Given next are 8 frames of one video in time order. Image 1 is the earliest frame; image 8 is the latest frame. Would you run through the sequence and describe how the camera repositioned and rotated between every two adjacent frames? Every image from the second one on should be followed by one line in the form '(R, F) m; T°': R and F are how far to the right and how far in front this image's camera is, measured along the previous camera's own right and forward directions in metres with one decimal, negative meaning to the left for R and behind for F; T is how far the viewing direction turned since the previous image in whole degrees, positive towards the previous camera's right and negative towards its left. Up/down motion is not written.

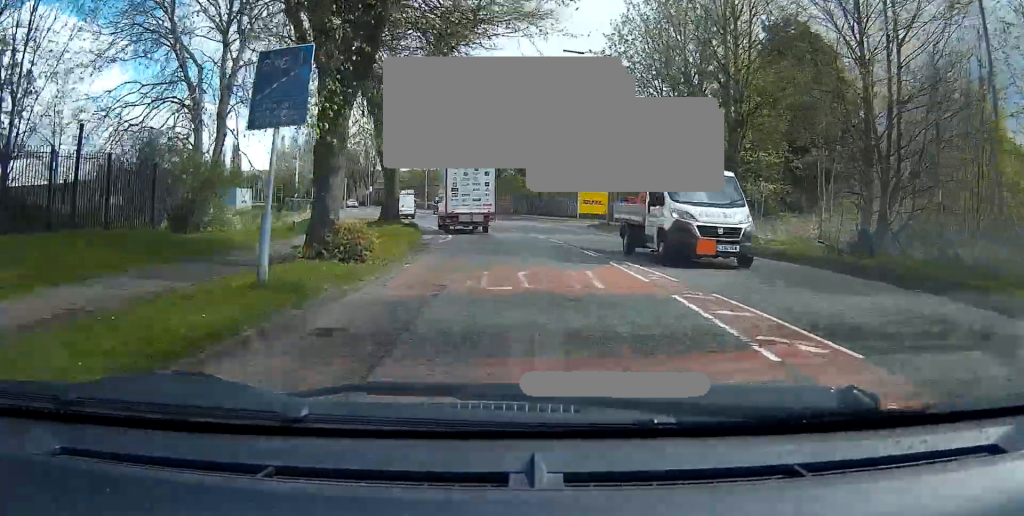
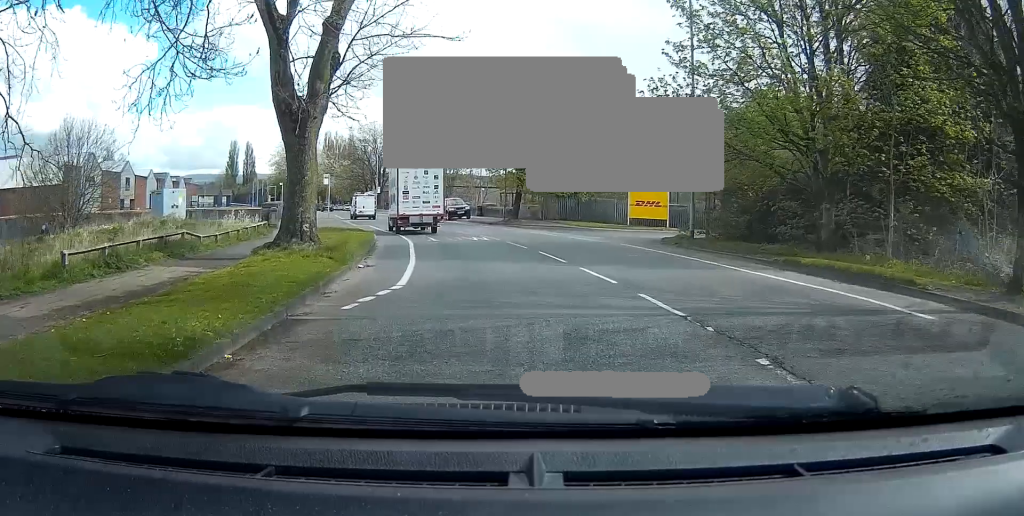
(-0.6, +16.3) m; -5°
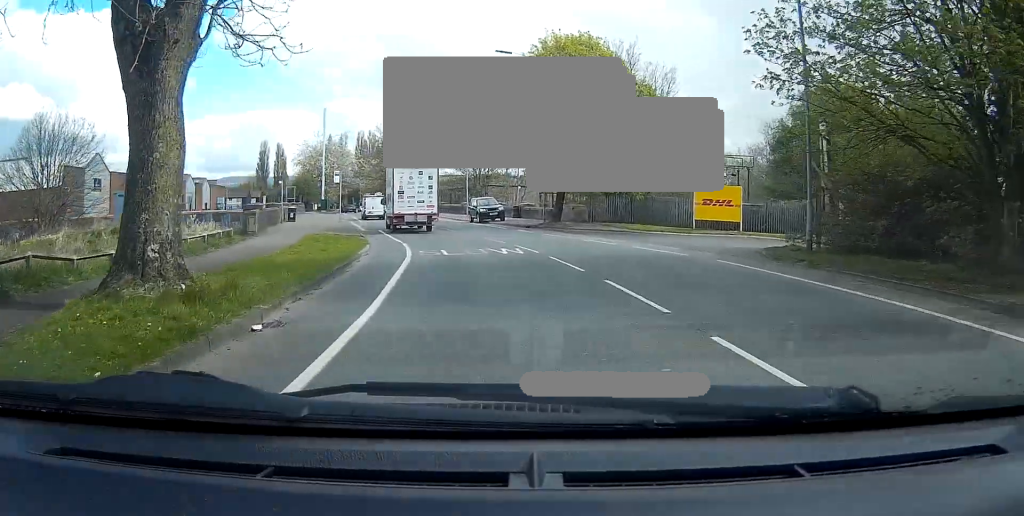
(-0.2, +8.4) m; -4°
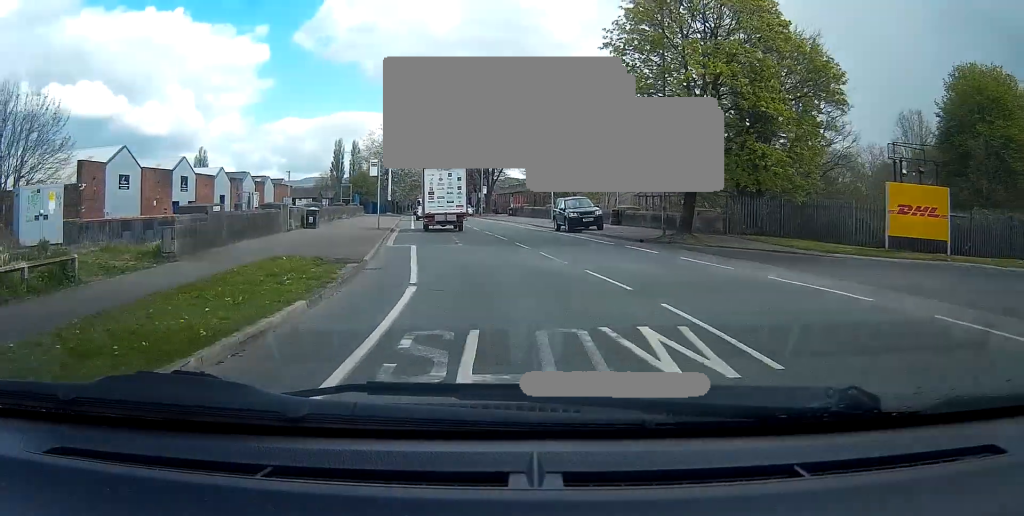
(-0.9, +14.2) m; -9°
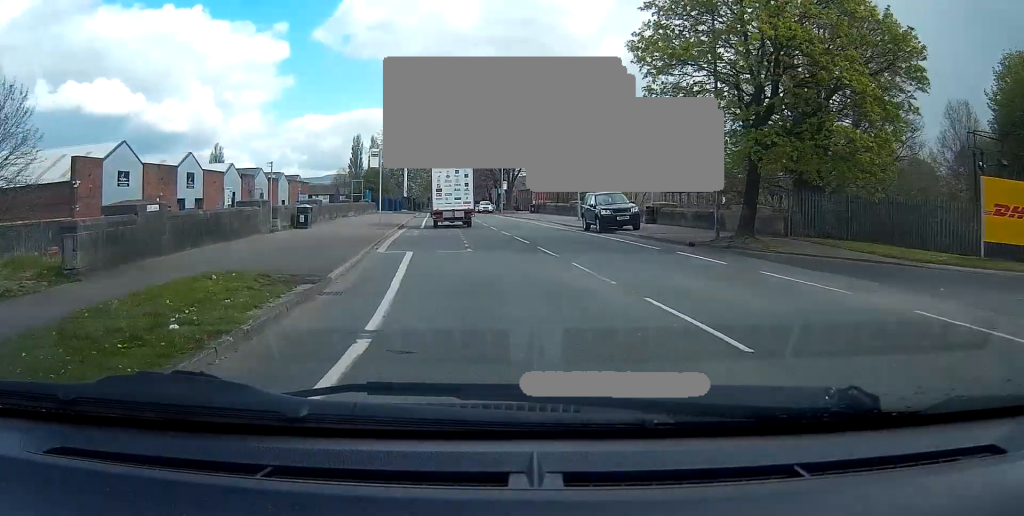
(-0.3, +5.4) m; -2°
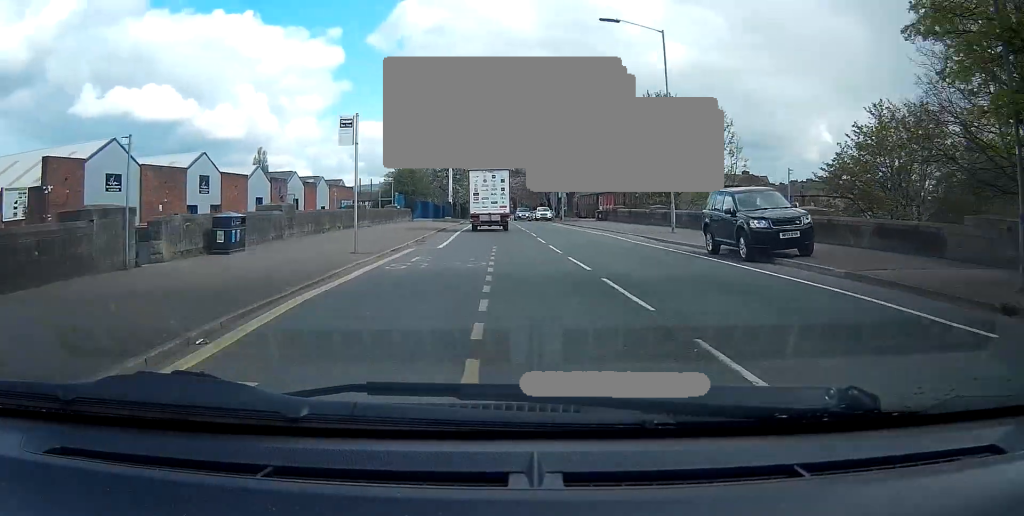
(-0.8, +15.5) m; -4°
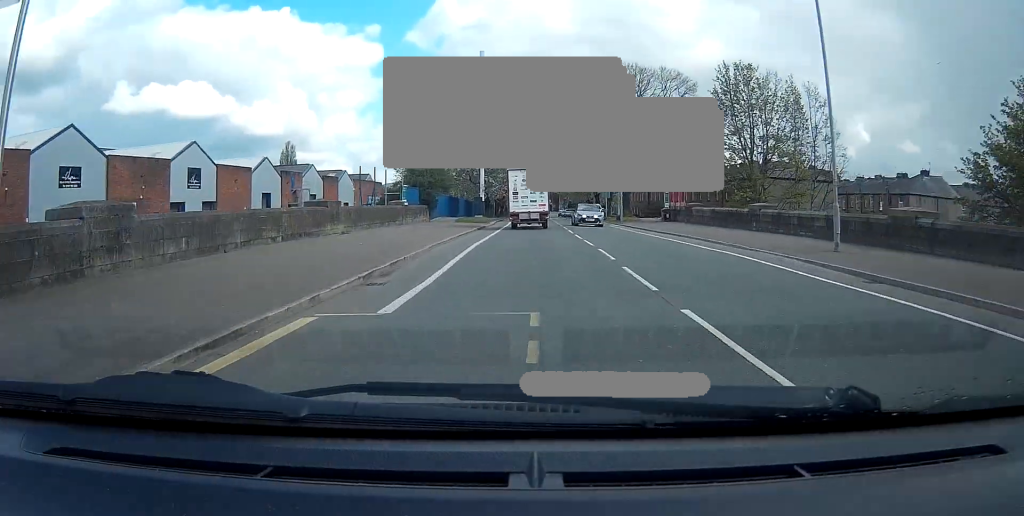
(-0.3, +17.0) m; -2°
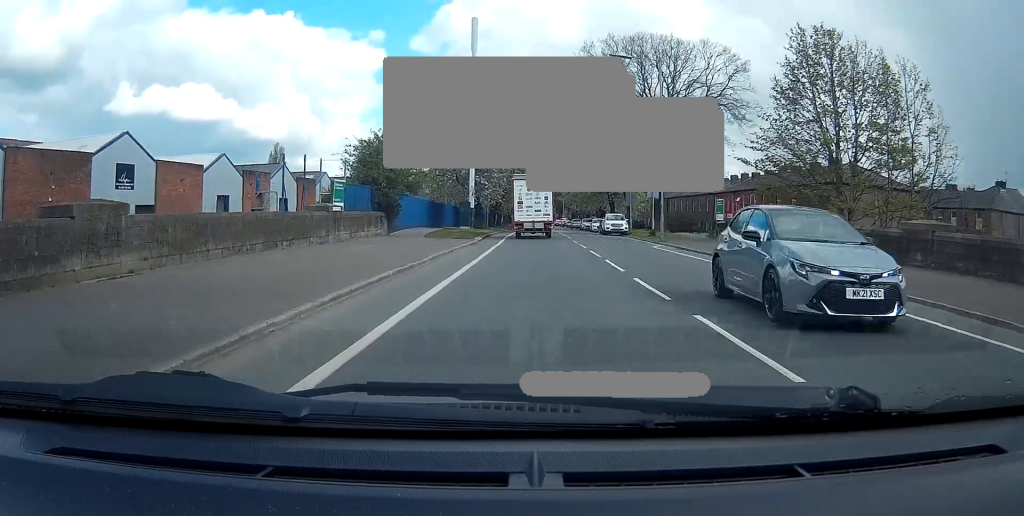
(-0.1, +18.5) m; 0°
